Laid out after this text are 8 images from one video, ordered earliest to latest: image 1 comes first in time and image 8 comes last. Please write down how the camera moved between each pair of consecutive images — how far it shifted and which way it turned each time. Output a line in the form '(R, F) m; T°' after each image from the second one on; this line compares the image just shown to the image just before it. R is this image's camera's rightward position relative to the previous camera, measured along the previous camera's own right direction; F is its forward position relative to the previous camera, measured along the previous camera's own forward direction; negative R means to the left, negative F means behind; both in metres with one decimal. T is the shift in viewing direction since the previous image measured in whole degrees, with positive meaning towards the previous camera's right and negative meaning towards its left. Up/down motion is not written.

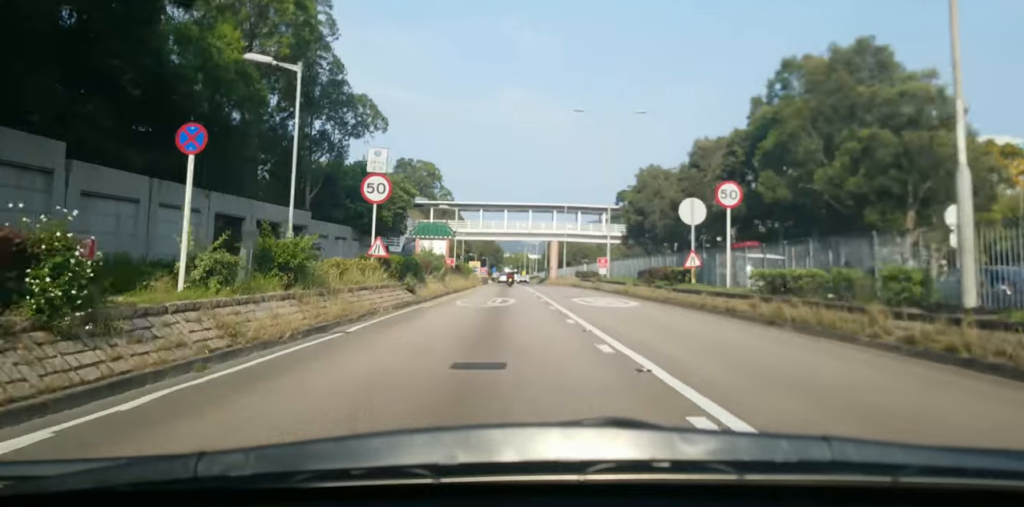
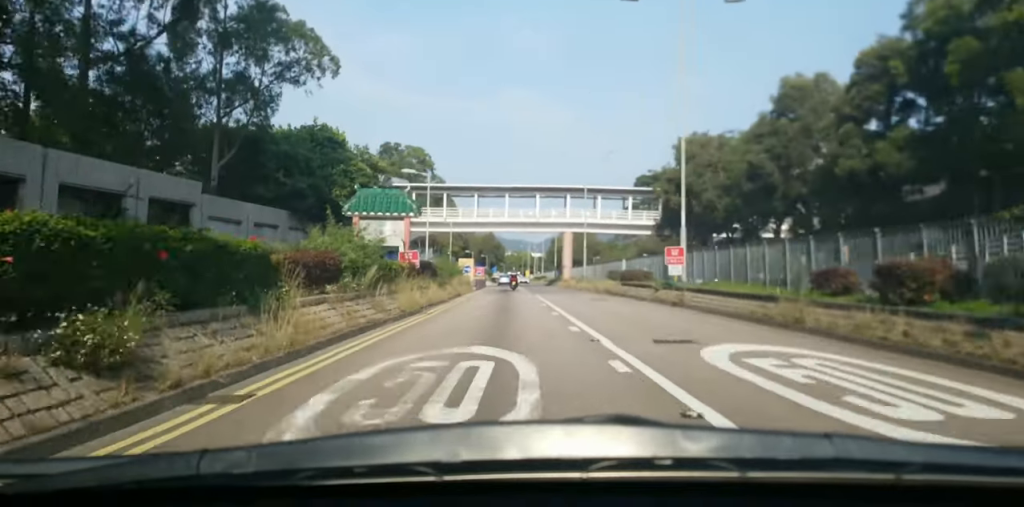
(-0.2, +19.0) m; 0°
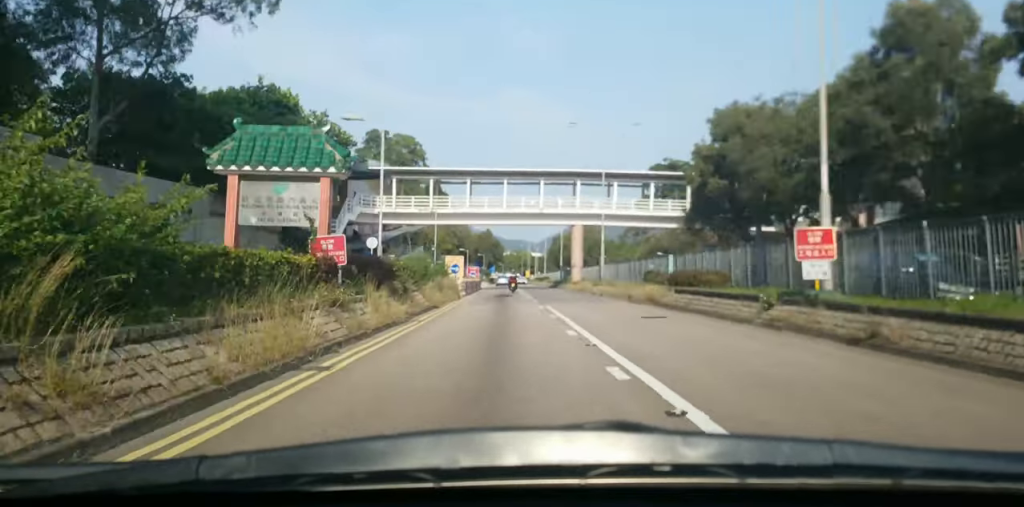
(+0.1, +12.0) m; 0°
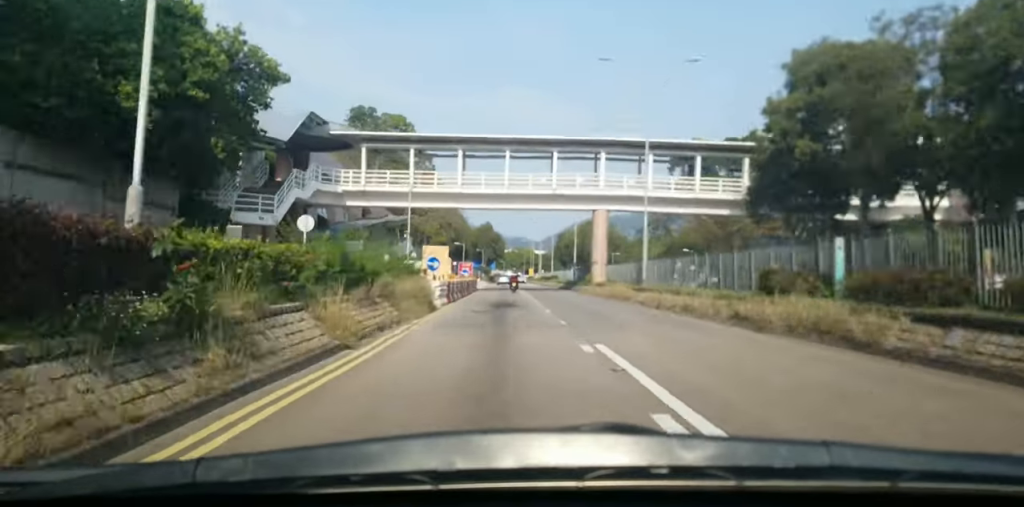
(0.0, +14.2) m; 0°
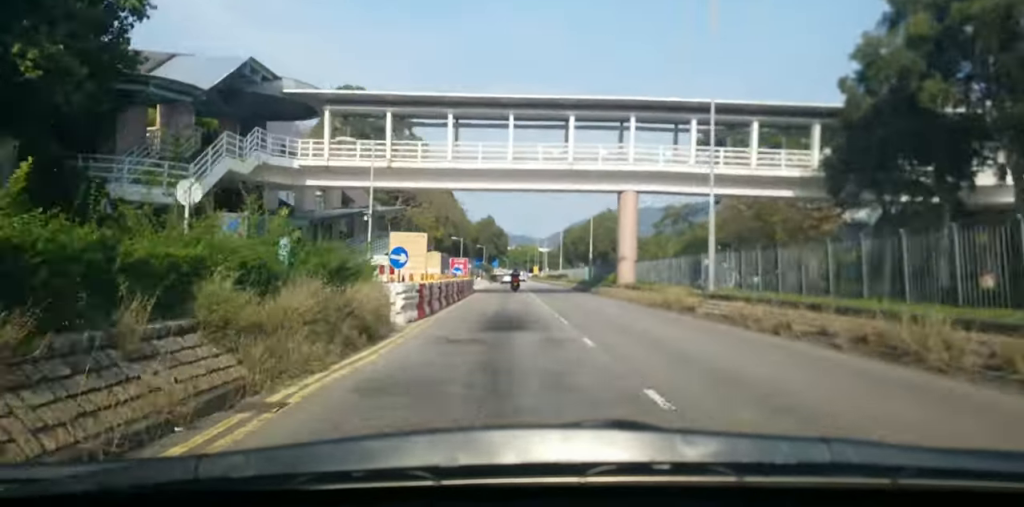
(-0.1, +10.4) m; 0°
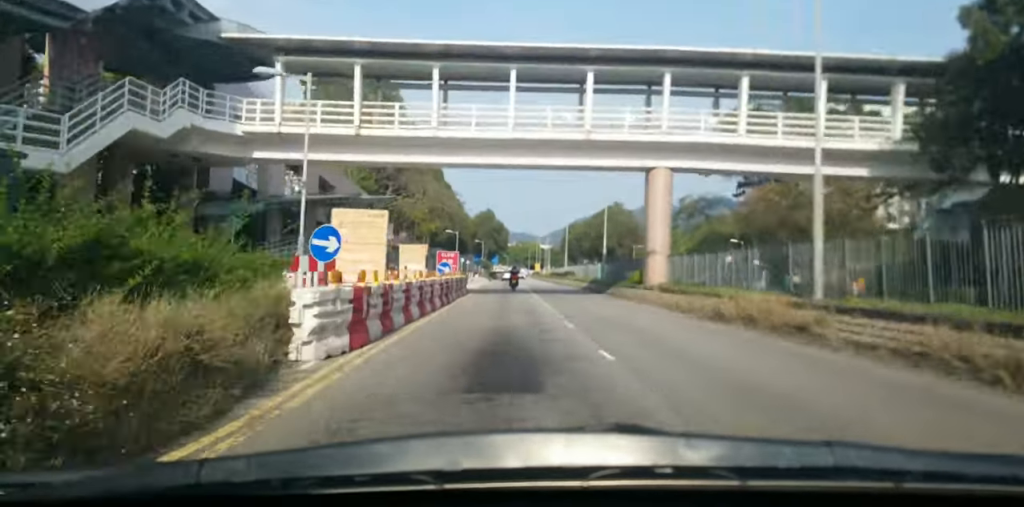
(0.0, +8.2) m; +1°
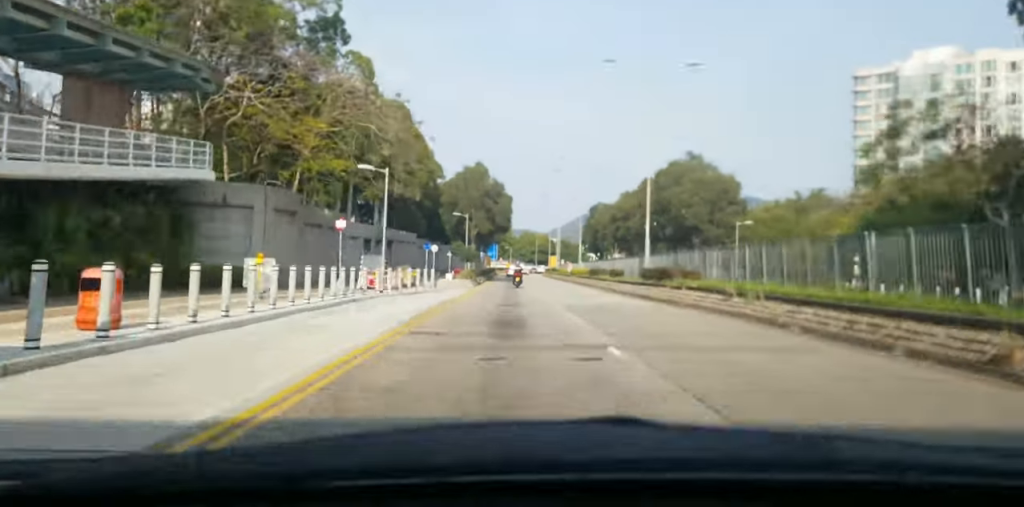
(+0.6, +47.6) m; 0°
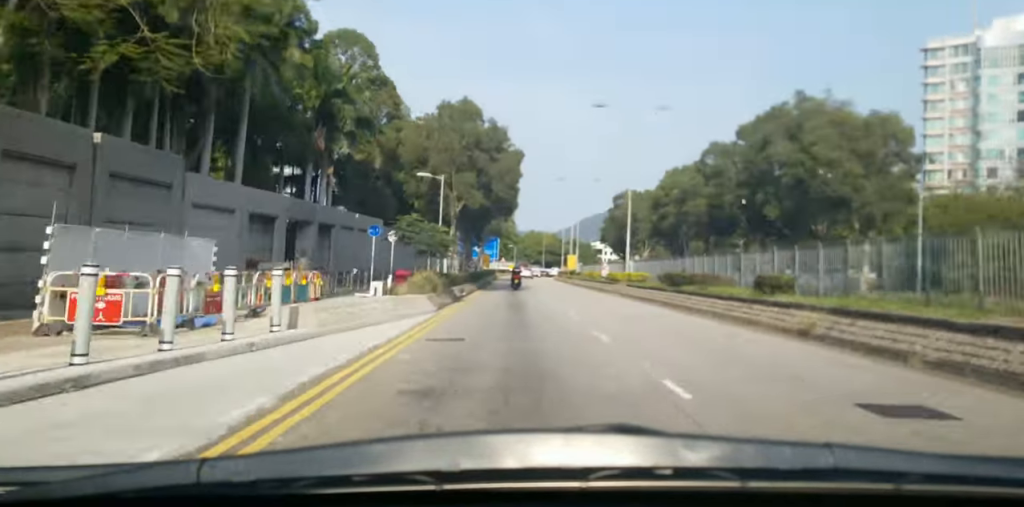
(+0.3, +27.4) m; +1°
